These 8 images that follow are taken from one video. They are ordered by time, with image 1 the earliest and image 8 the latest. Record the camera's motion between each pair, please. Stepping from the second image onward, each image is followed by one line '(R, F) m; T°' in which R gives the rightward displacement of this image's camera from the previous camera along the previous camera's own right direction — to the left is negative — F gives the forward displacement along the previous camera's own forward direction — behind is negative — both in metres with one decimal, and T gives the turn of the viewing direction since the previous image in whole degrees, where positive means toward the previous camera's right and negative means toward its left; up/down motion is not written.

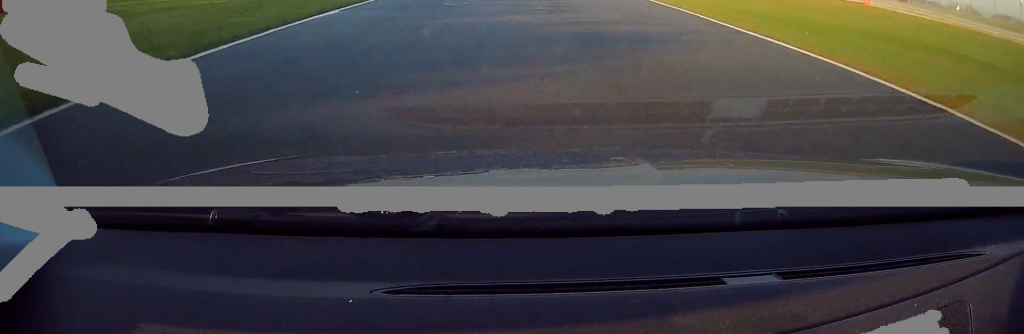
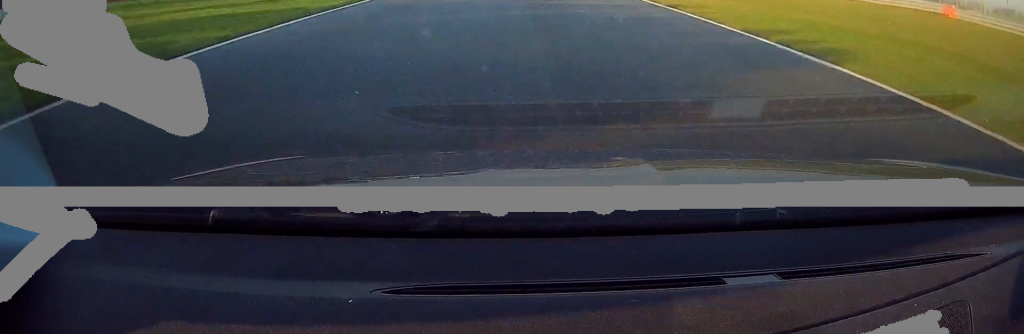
(+0.2, +19.9) m; +1°
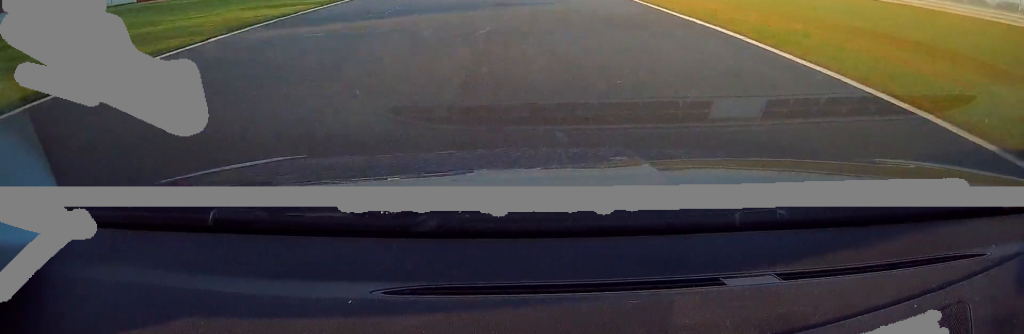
(-0.1, +24.1) m; -1°
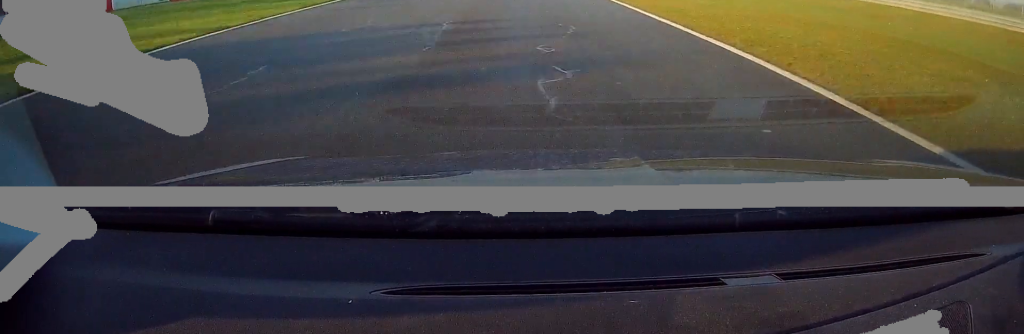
(0.0, +26.0) m; 0°
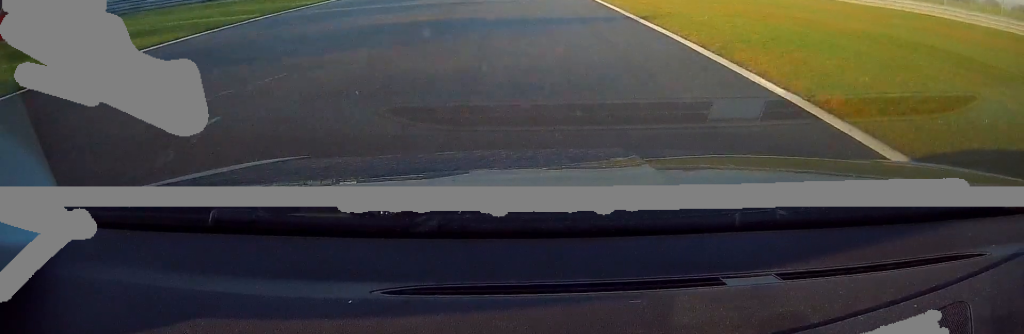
(-0.1, +22.4) m; 0°
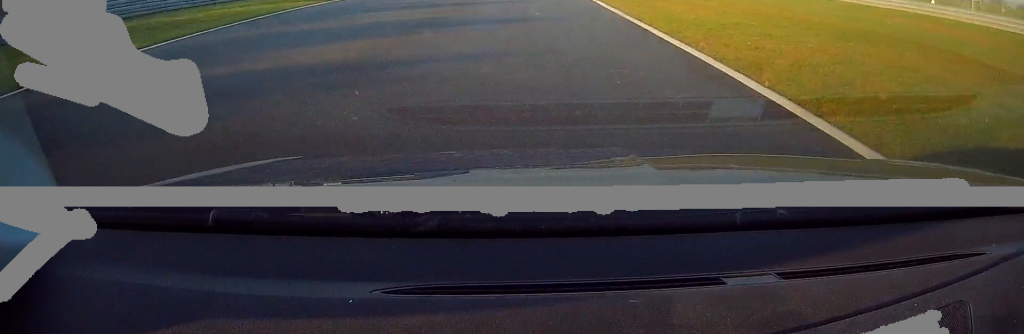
(0.0, +12.9) m; 0°
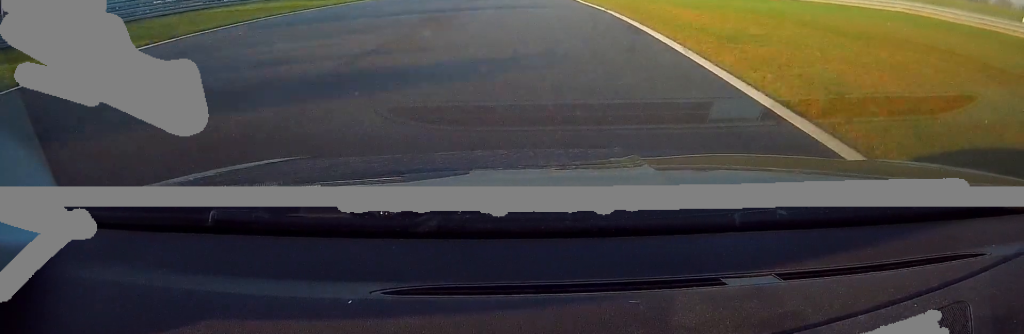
(0.0, +13.6) m; -1°
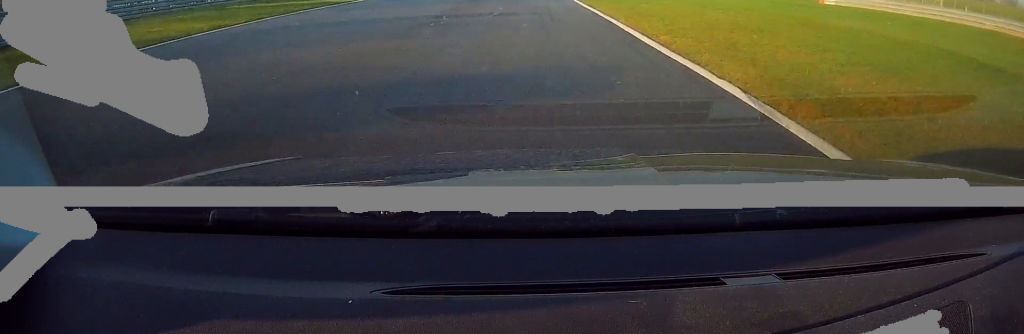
(-0.1, +13.4) m; 0°
